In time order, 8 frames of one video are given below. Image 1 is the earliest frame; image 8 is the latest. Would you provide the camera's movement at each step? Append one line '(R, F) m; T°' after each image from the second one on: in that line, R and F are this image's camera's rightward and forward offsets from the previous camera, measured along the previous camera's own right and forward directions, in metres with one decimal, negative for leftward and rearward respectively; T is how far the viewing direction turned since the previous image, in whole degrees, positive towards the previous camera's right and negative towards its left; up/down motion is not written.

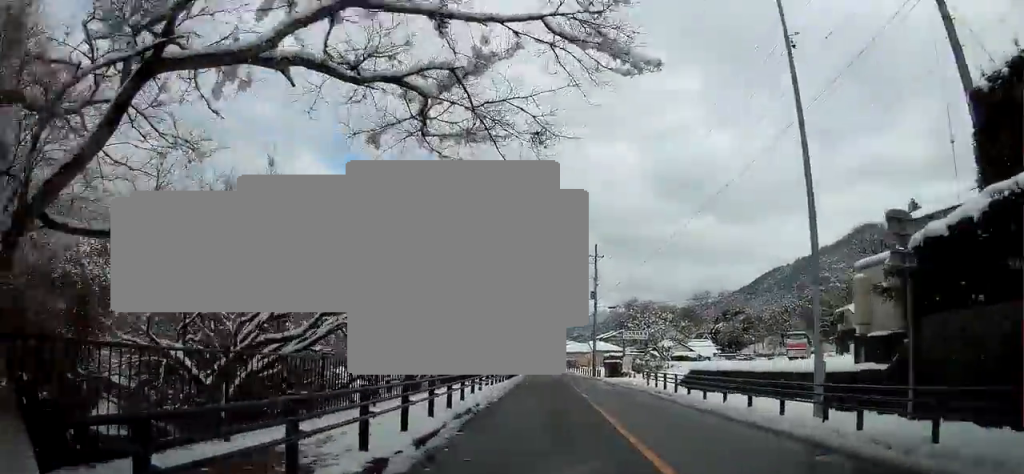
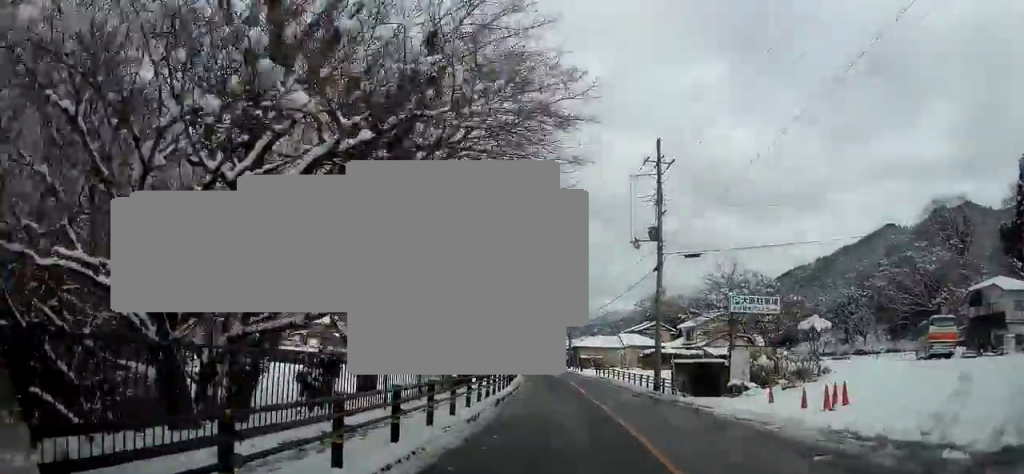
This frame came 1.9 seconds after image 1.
(-0.6, +27.2) m; -2°
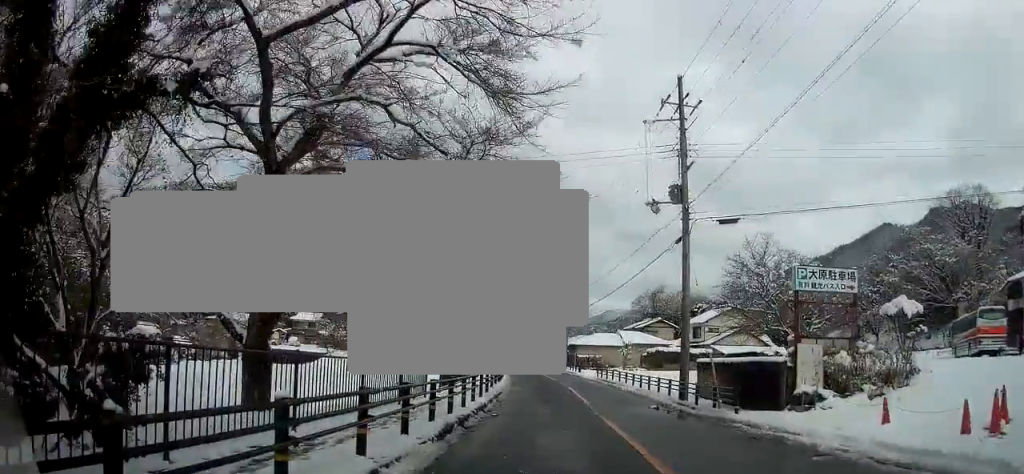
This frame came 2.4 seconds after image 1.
(0.0, +7.3) m; 0°
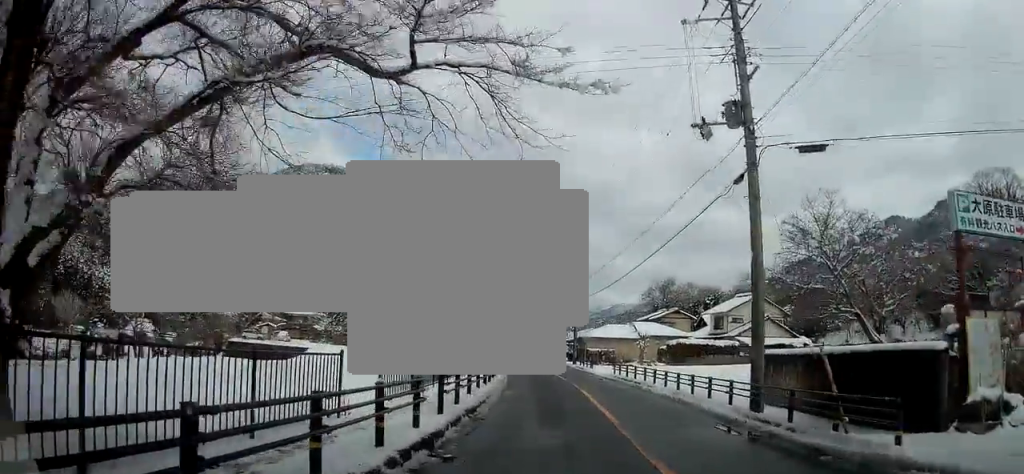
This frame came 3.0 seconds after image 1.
(0.0, +7.4) m; 0°
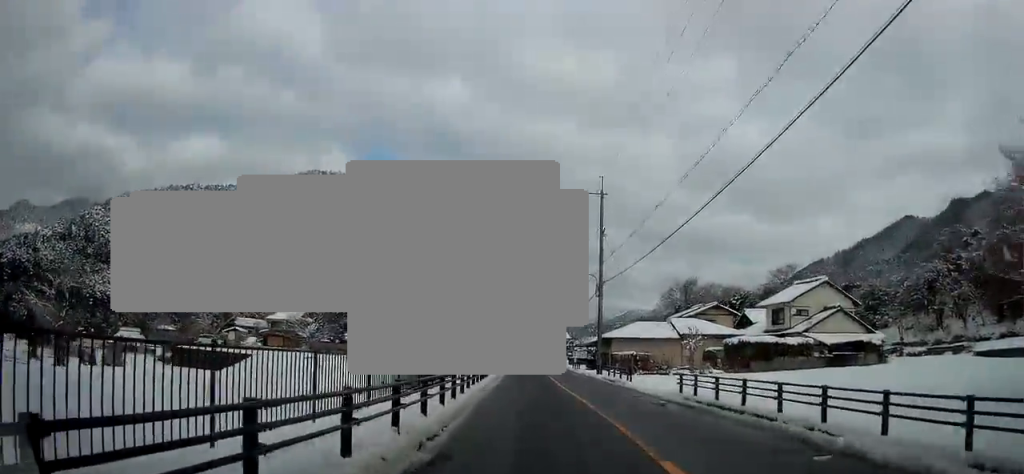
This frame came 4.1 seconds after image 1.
(+0.1, +15.9) m; 0°
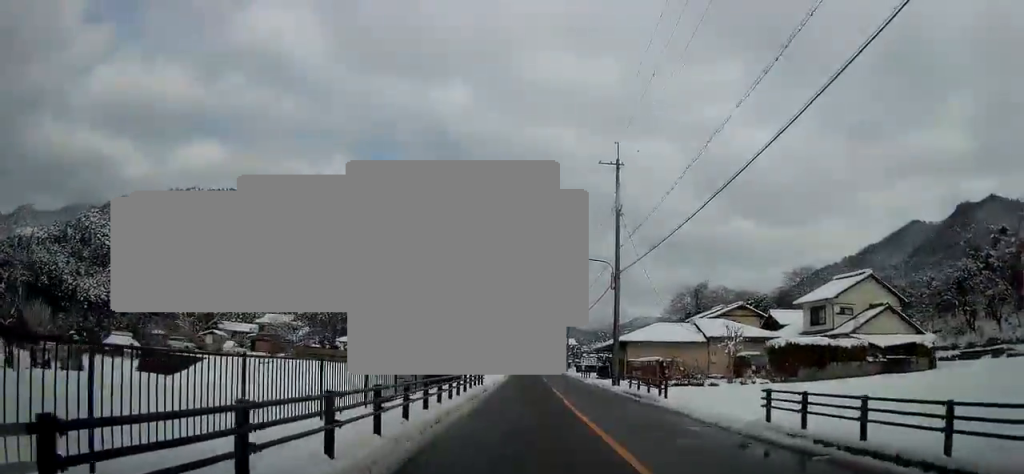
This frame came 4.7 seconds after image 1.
(0.0, +7.7) m; -1°
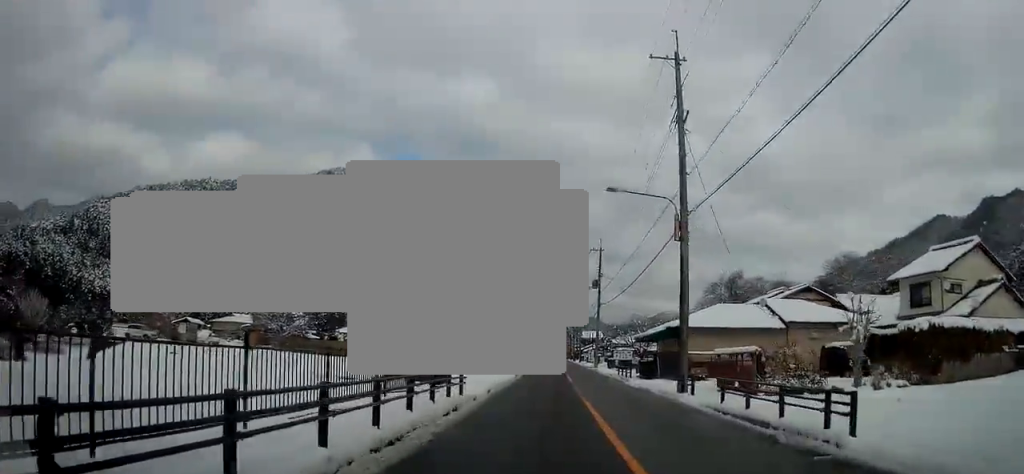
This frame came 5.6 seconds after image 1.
(-0.2, +12.1) m; -2°
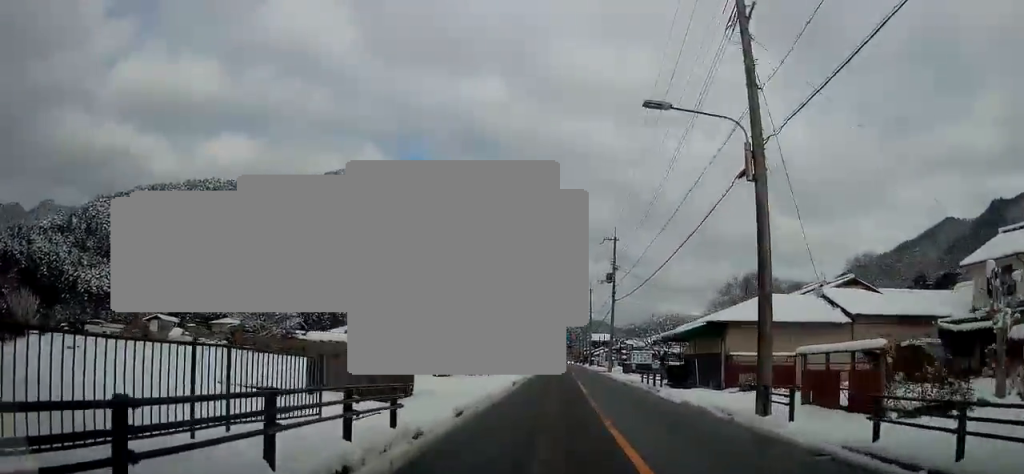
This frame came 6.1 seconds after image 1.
(-0.2, +7.5) m; -2°
